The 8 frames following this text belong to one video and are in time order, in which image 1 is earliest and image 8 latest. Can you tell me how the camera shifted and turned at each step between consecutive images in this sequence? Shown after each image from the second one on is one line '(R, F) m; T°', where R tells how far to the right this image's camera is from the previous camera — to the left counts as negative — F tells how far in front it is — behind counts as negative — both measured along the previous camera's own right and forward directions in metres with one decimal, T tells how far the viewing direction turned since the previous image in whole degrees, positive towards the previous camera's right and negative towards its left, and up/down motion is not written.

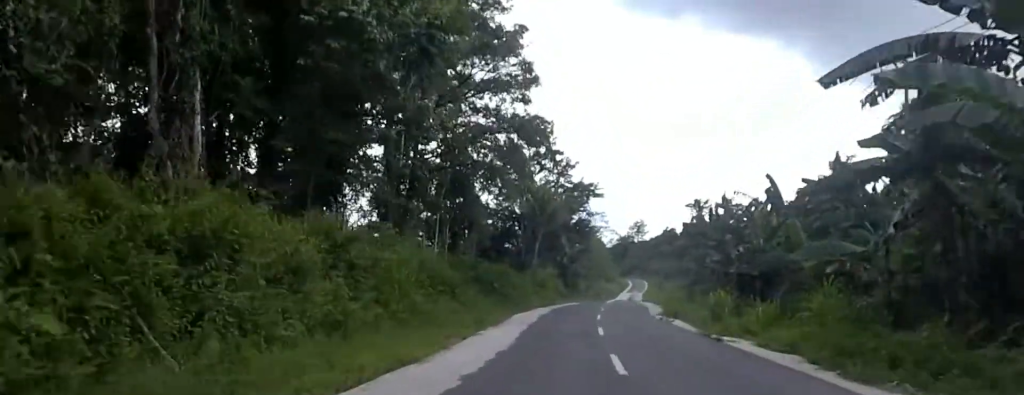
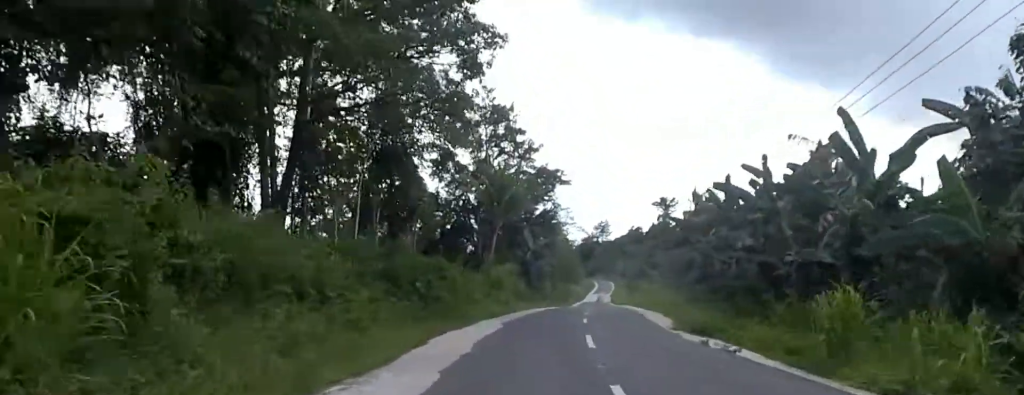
(-0.3, +11.3) m; -2°
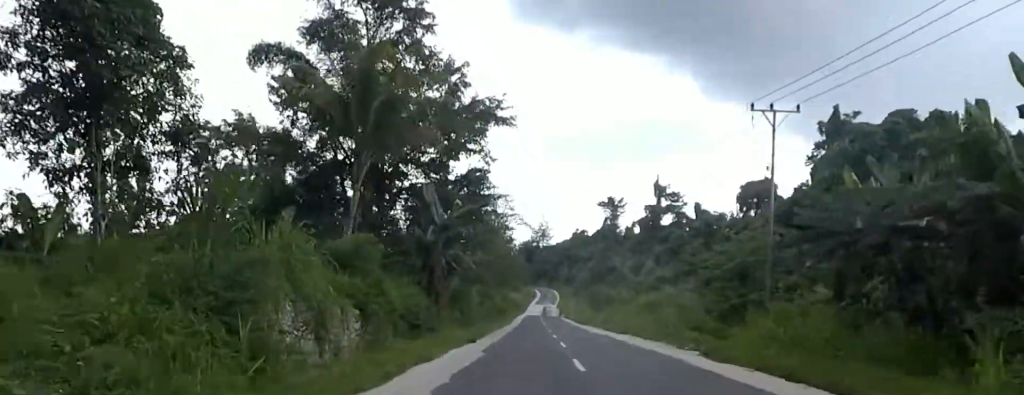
(+2.7, +30.1) m; +7°
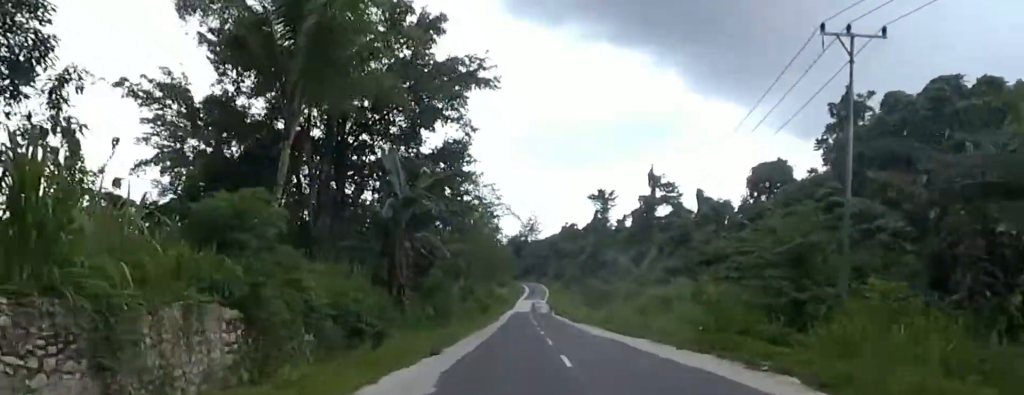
(-0.5, +7.2) m; -3°
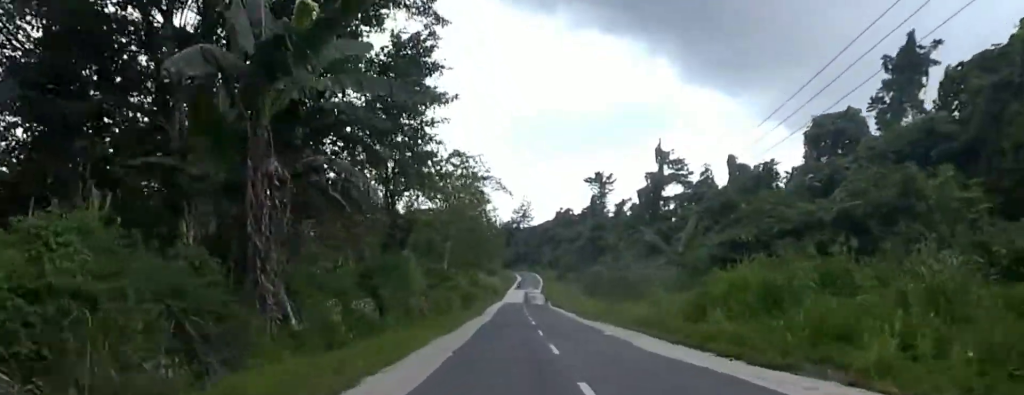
(-0.3, +14.1) m; +3°
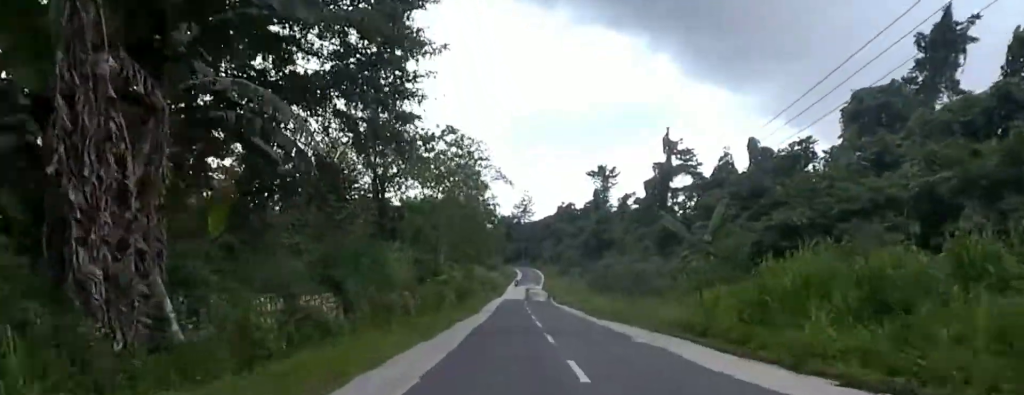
(+0.4, +5.2) m; +1°
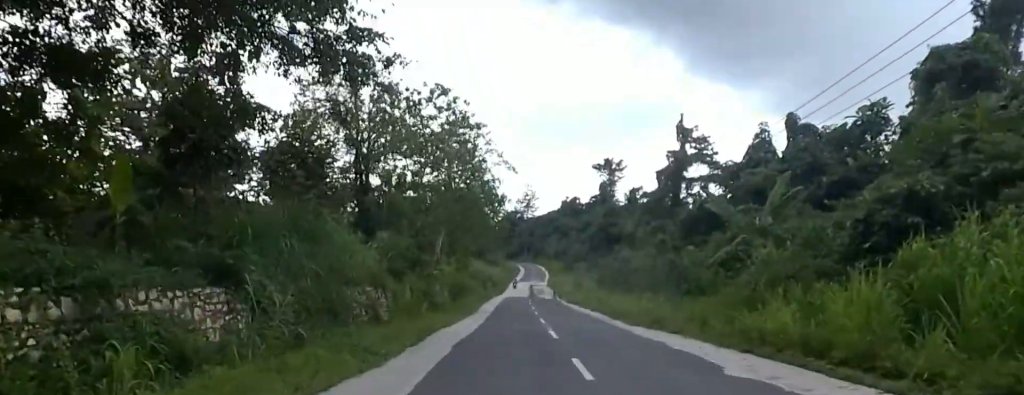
(+0.5, +7.2) m; 0°
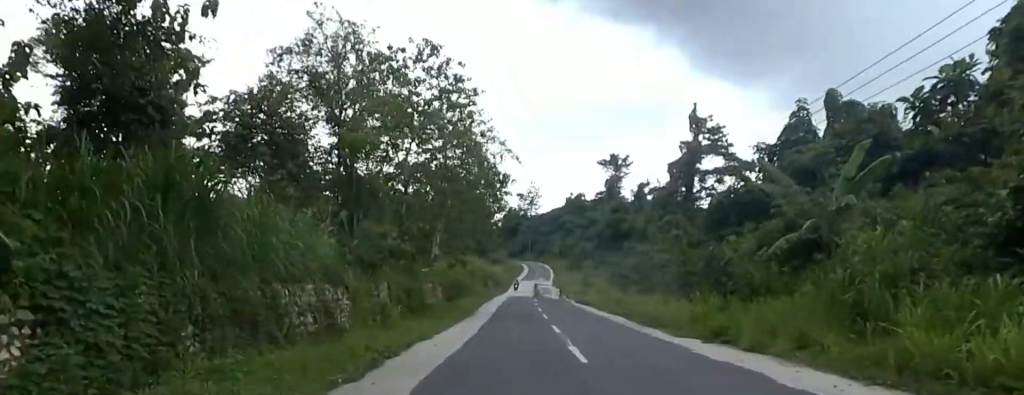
(-0.4, +5.3) m; -3°
